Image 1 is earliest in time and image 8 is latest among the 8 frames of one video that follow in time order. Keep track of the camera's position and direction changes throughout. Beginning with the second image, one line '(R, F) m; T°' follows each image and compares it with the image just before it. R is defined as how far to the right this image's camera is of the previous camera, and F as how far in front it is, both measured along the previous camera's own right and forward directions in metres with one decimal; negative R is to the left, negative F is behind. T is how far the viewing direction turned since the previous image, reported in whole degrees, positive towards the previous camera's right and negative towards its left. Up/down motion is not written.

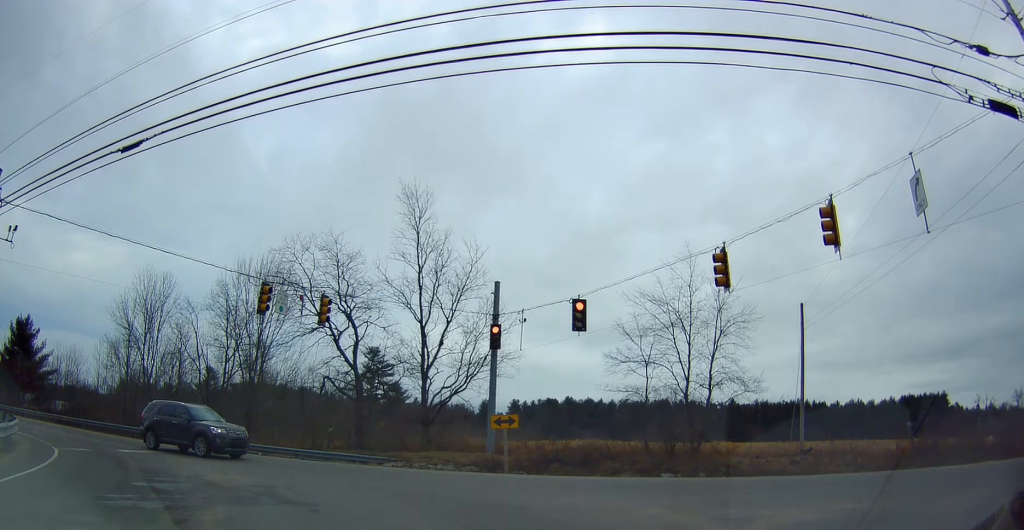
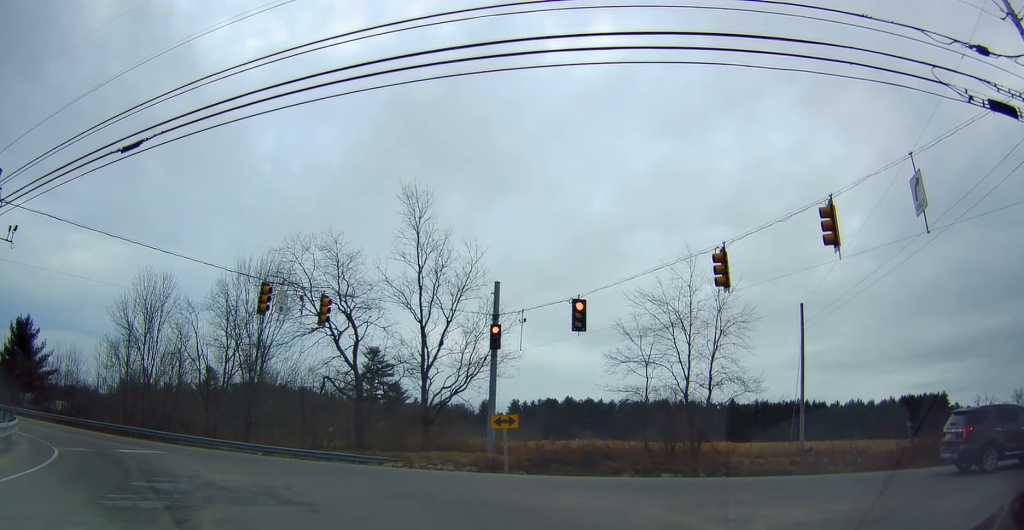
(0.0, 0.0) m; 0°
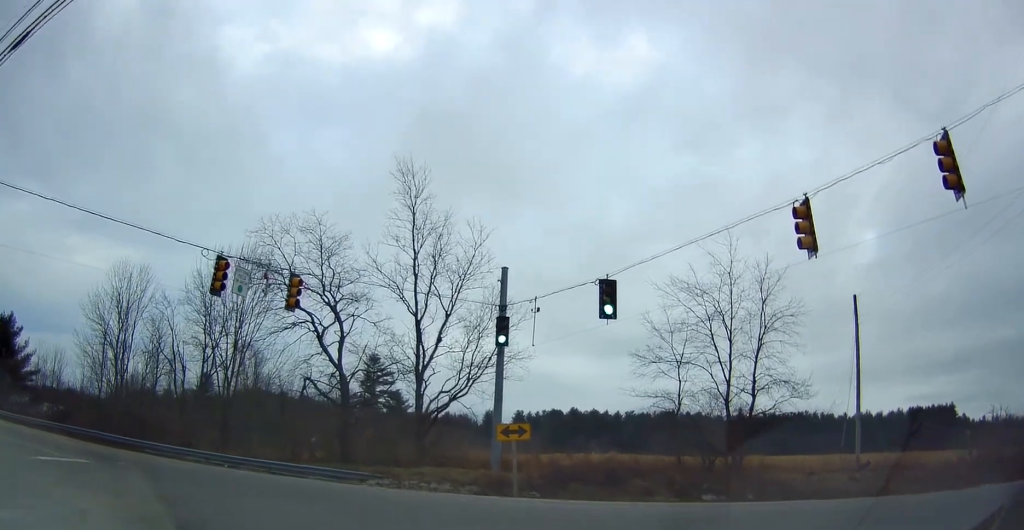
(+0.1, +4.4) m; -1°
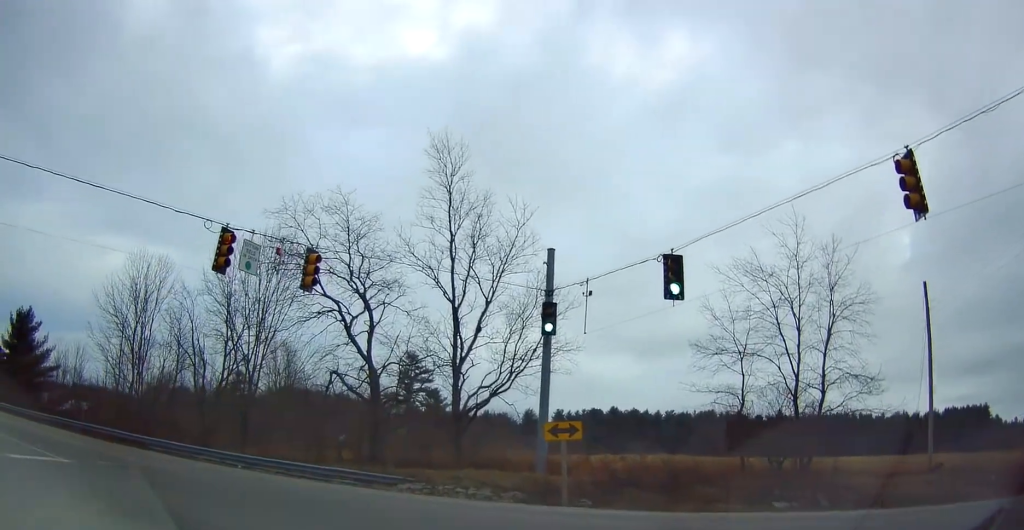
(+0.1, +2.7) m; -6°
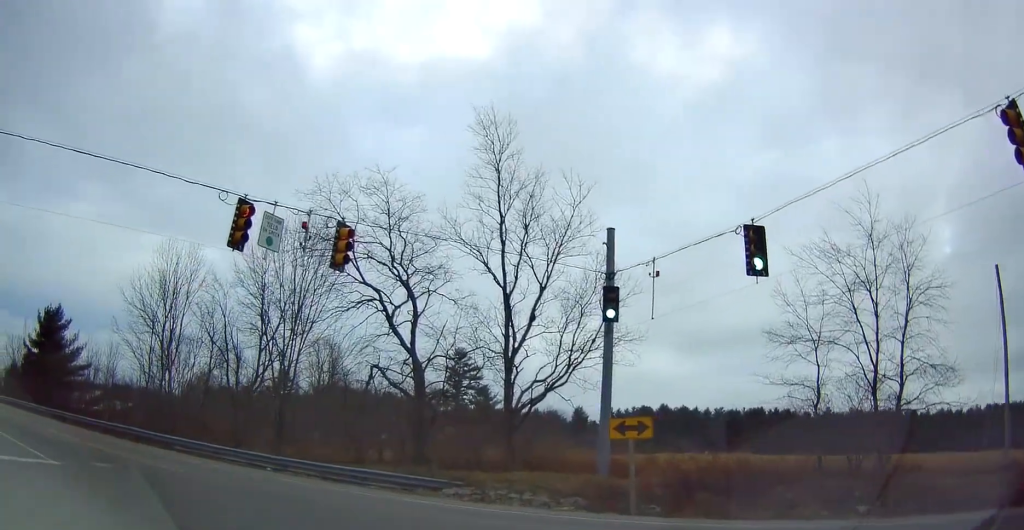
(+0.2, +2.0) m; -4°
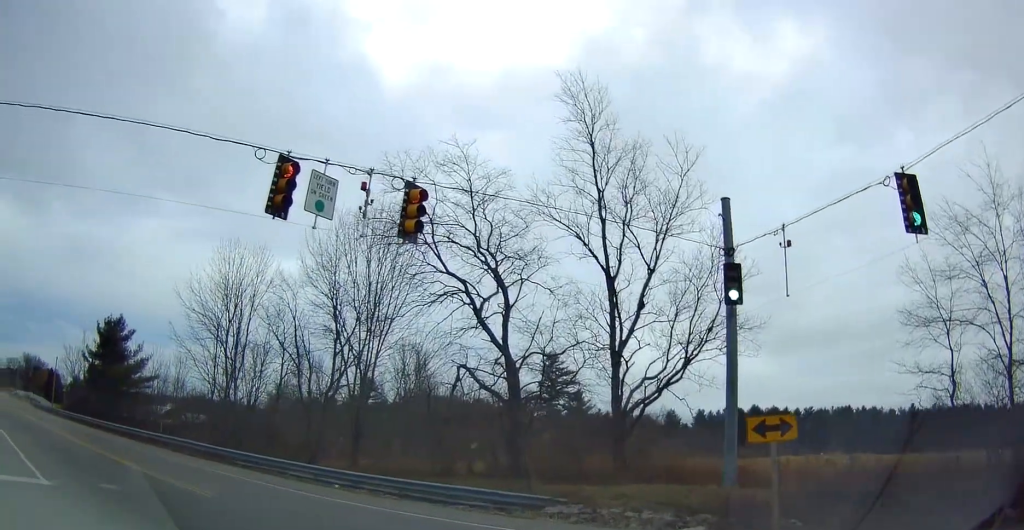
(-0.4, +3.3) m; -12°
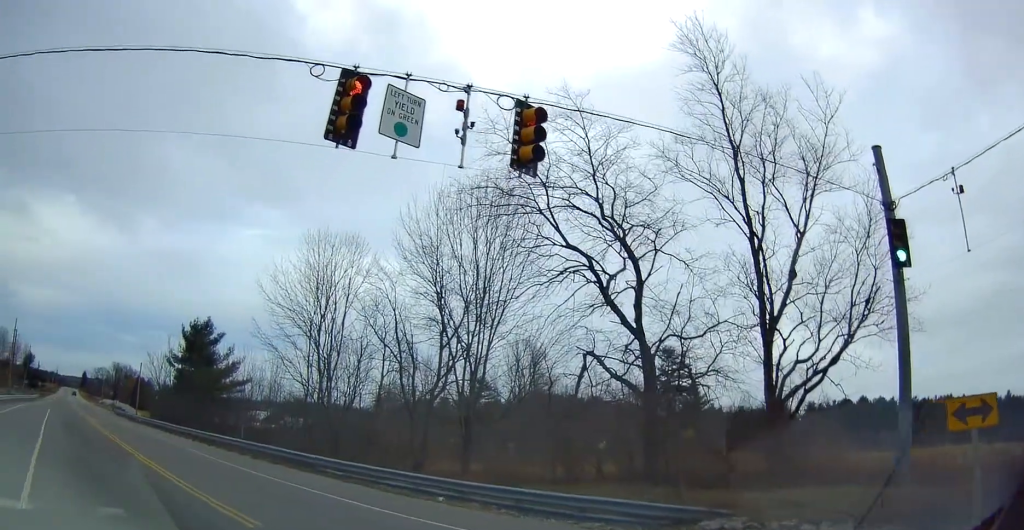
(0.0, +3.2) m; -11°
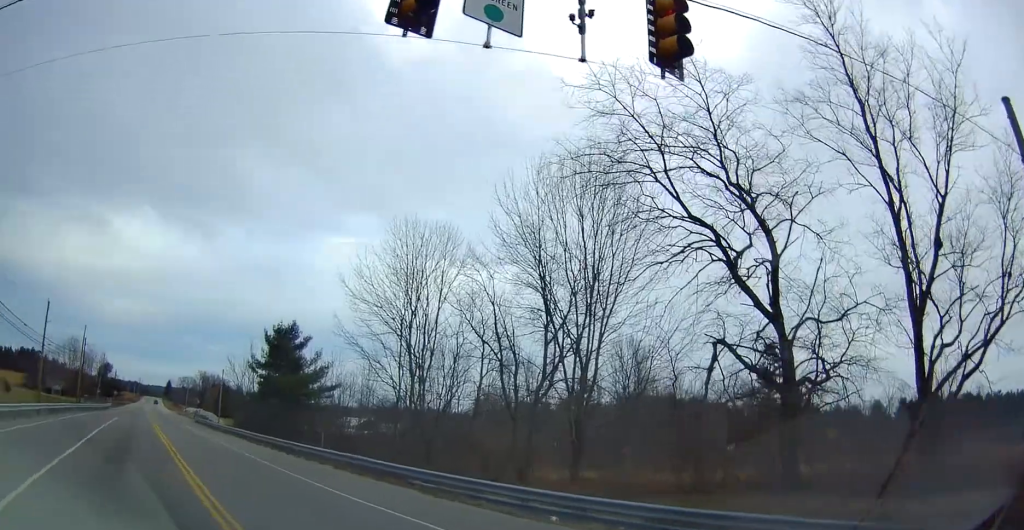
(-0.5, +3.1) m; -7°
